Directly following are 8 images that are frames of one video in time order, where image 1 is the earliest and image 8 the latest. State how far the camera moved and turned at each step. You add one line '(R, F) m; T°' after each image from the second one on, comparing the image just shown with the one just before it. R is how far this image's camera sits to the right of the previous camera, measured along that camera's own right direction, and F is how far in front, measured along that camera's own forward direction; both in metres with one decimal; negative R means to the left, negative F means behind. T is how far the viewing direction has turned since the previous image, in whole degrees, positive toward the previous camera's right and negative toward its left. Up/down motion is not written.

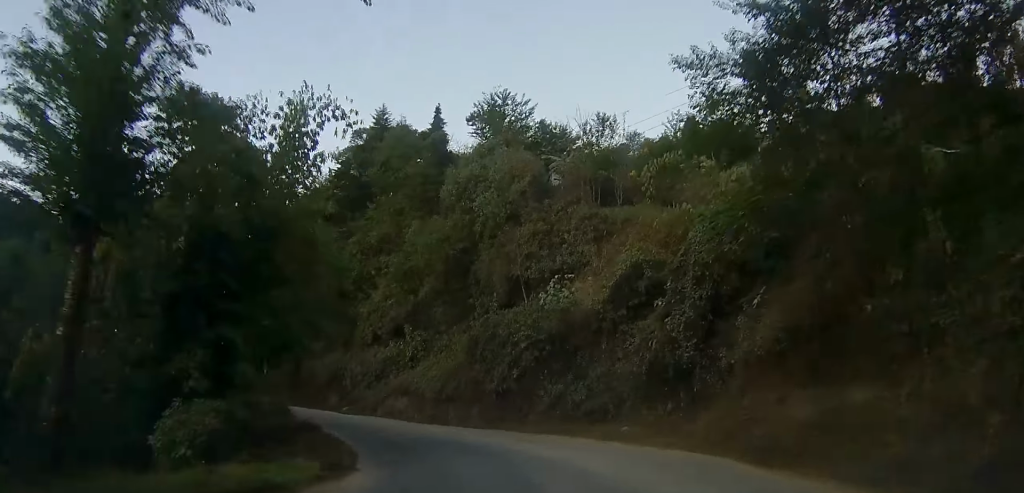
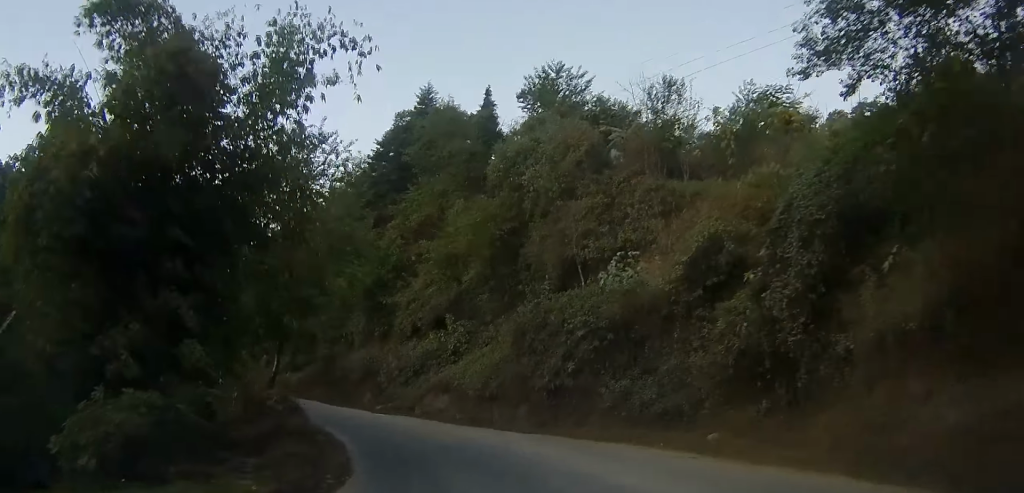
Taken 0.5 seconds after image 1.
(-0.1, +5.0) m; -4°
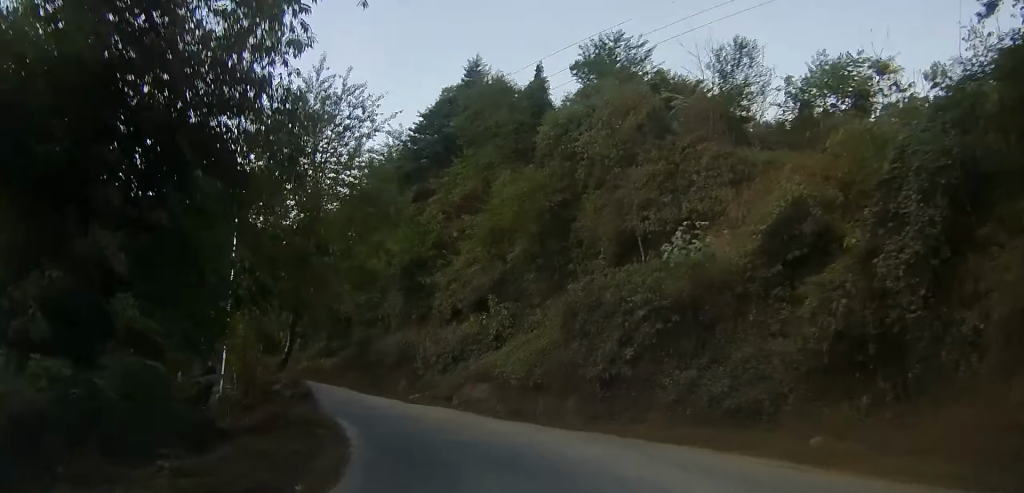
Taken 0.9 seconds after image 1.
(-0.1, +3.8) m; -3°
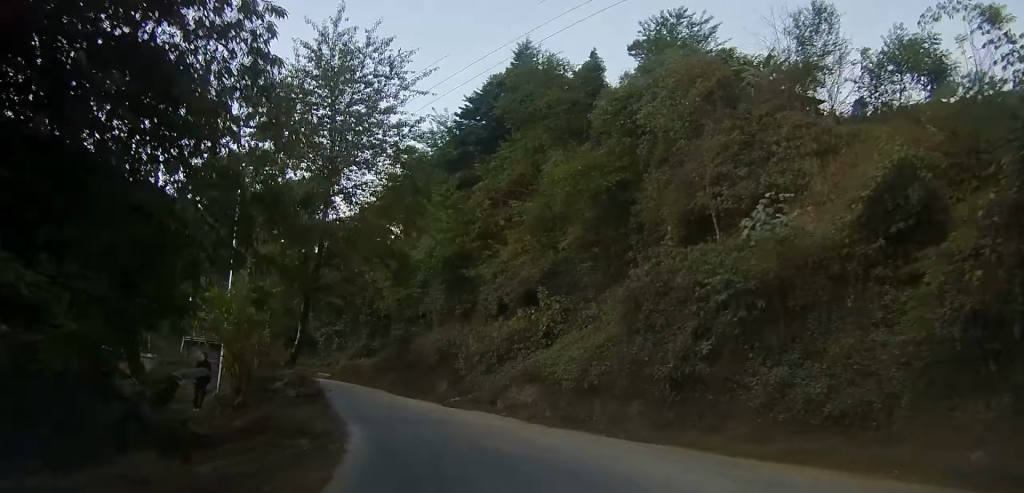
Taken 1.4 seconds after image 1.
(-0.1, +4.0) m; -4°
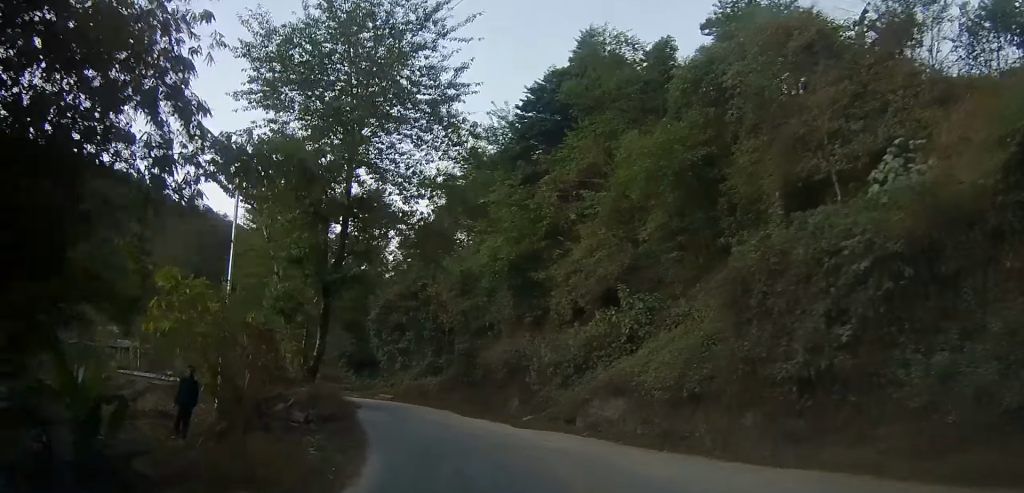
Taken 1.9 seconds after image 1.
(-0.2, +4.9) m; -6°
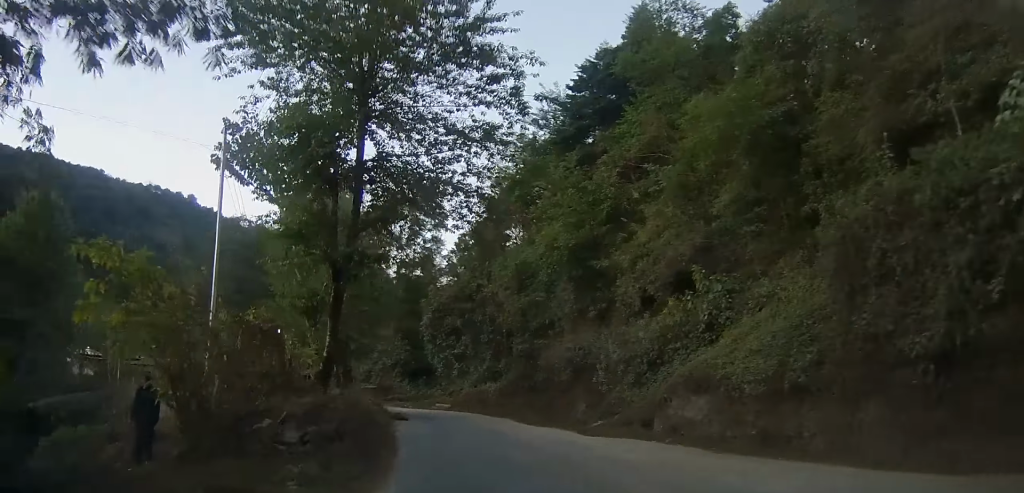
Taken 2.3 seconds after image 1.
(0.0, +3.9) m; -4°
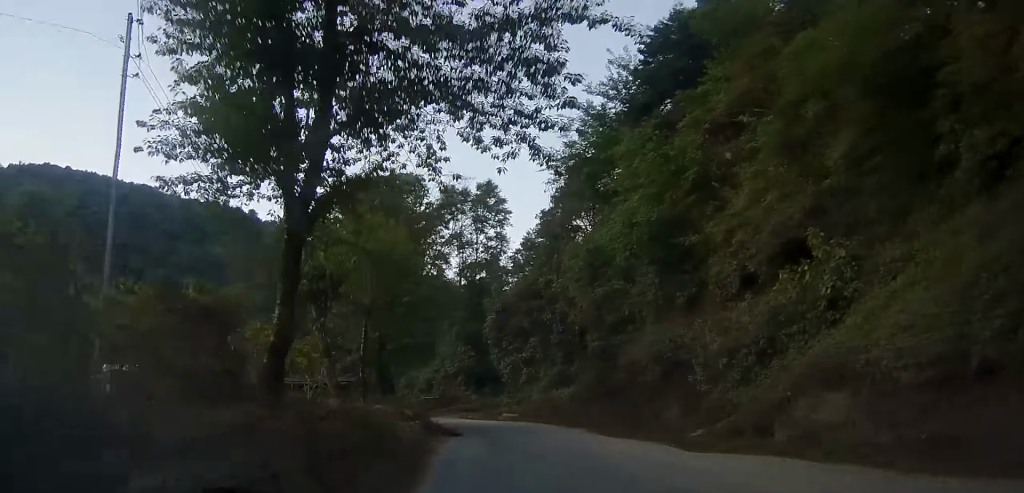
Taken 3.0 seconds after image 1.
(-0.6, +6.1) m; -5°
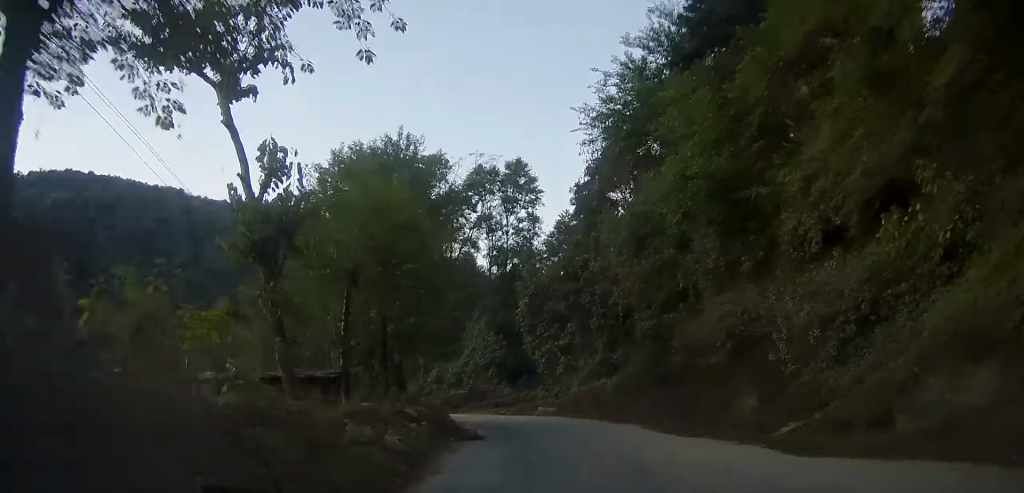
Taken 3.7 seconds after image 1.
(-0.2, +5.5) m; -3°
